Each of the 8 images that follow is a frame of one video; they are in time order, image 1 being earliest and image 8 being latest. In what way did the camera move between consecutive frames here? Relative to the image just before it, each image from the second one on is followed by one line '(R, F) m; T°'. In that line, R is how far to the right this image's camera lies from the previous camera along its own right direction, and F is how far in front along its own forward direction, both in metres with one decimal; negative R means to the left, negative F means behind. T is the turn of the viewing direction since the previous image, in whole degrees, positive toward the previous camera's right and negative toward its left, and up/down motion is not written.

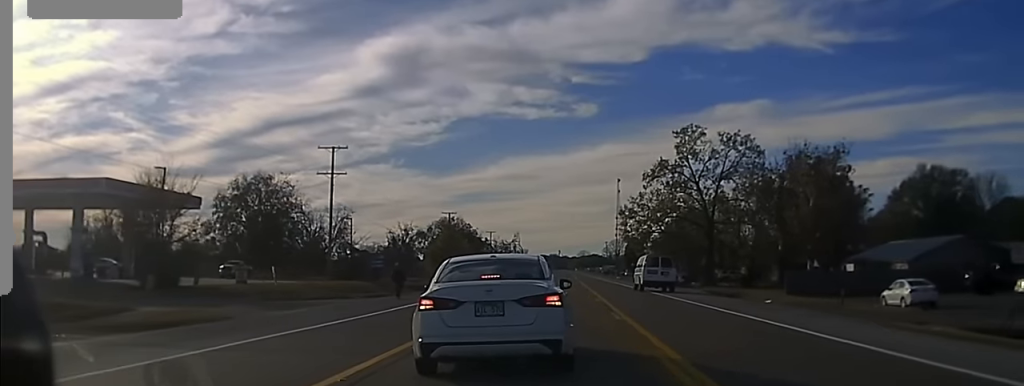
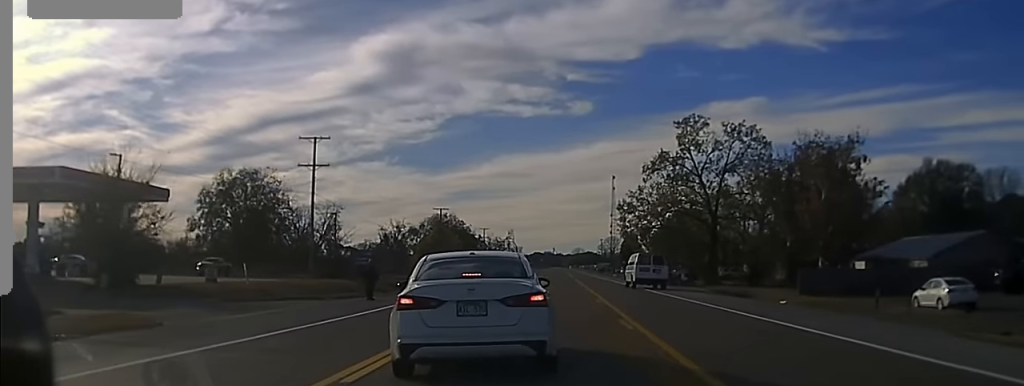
(0.0, +5.1) m; -3°
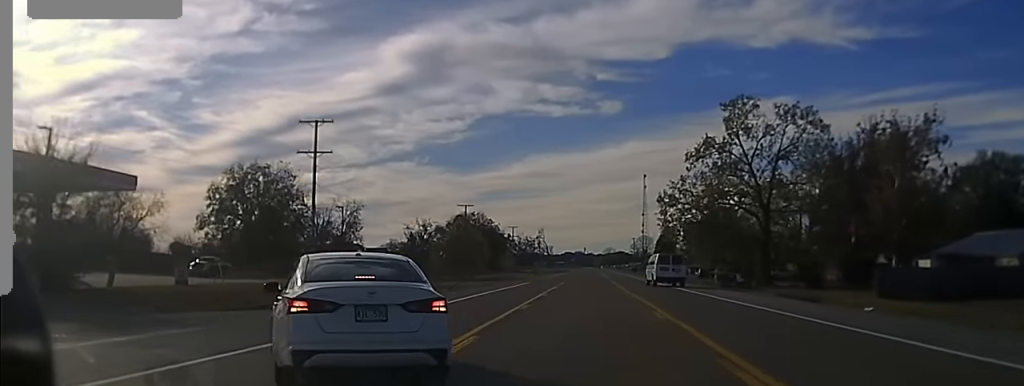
(-0.6, +9.1) m; -14°
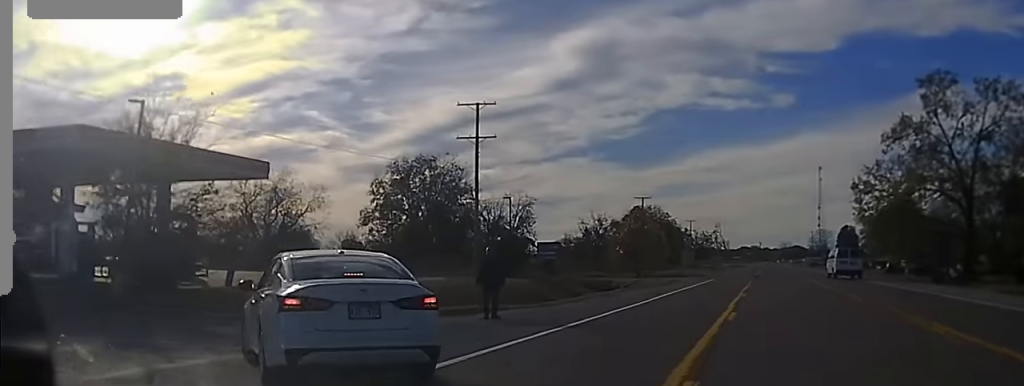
(-1.1, +7.2) m; -11°
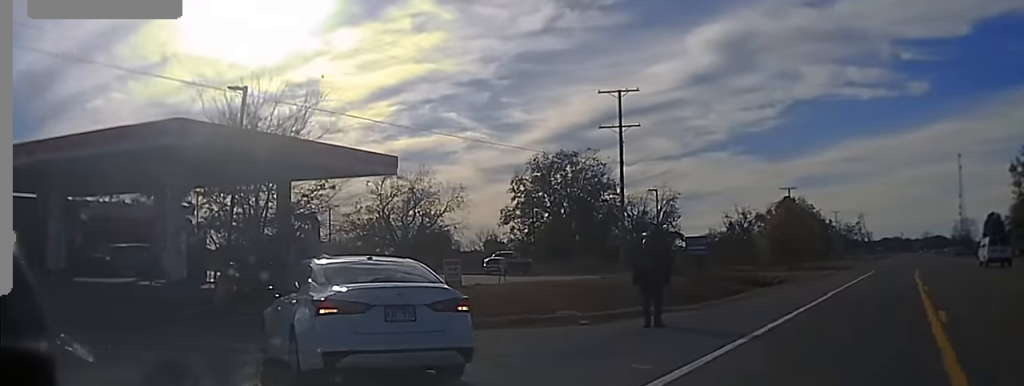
(-0.2, +3.7) m; -3°
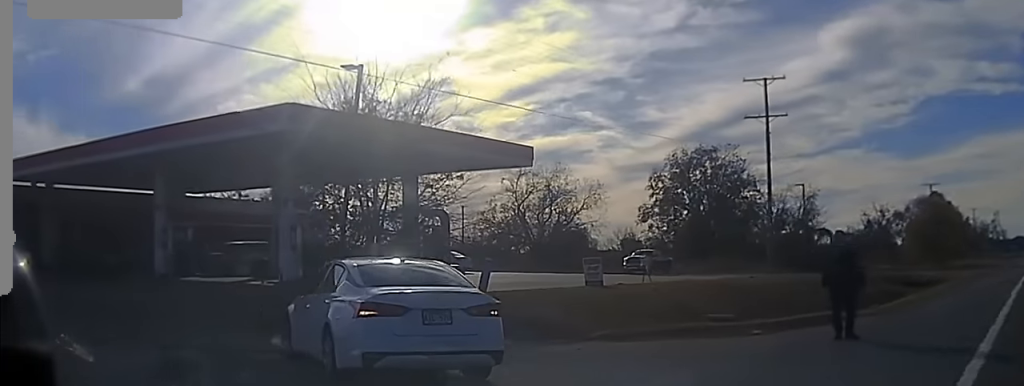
(0.0, +3.6) m; 0°
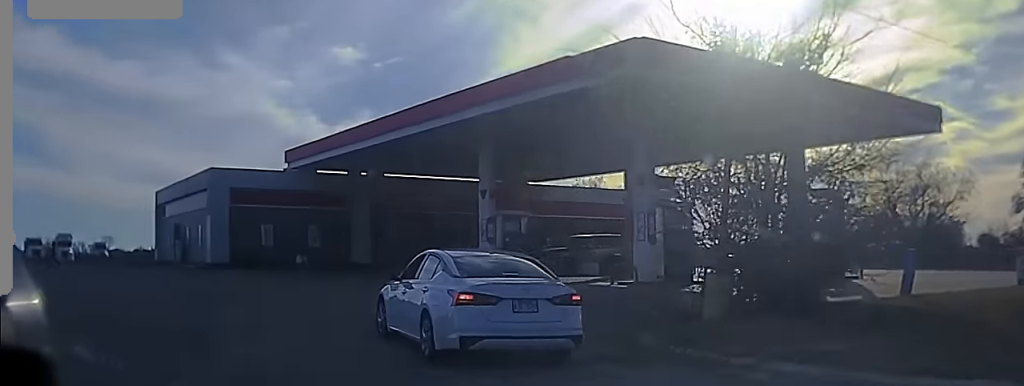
(-0.2, +8.8) m; -14°
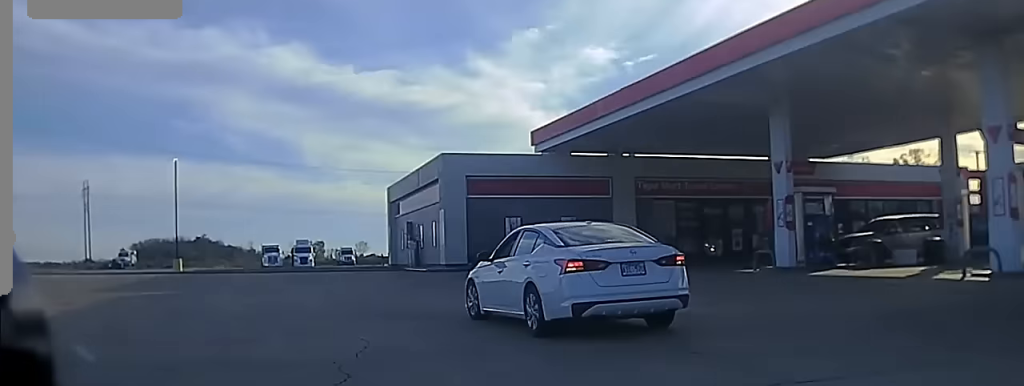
(-1.8, +5.3) m; -30°
